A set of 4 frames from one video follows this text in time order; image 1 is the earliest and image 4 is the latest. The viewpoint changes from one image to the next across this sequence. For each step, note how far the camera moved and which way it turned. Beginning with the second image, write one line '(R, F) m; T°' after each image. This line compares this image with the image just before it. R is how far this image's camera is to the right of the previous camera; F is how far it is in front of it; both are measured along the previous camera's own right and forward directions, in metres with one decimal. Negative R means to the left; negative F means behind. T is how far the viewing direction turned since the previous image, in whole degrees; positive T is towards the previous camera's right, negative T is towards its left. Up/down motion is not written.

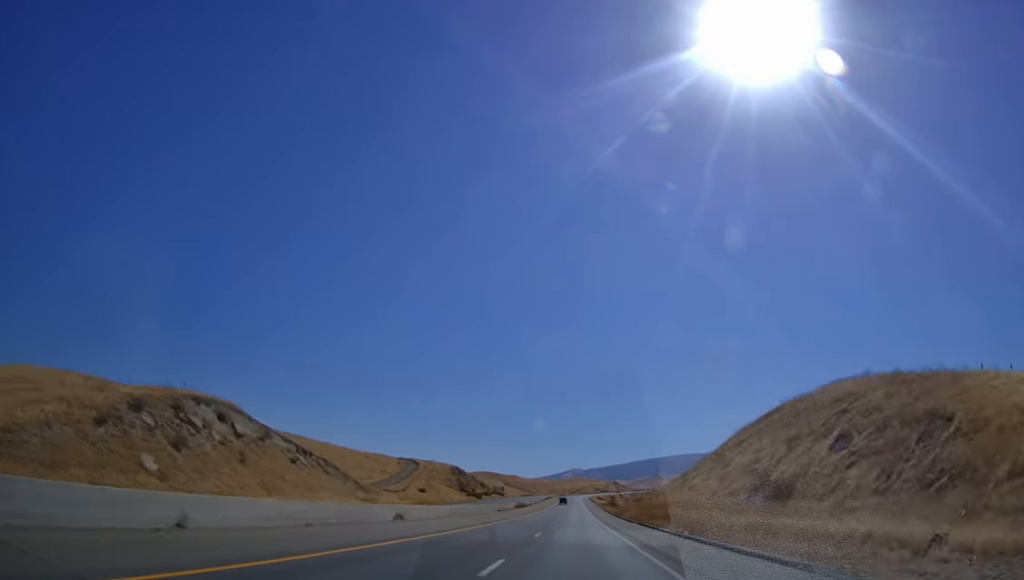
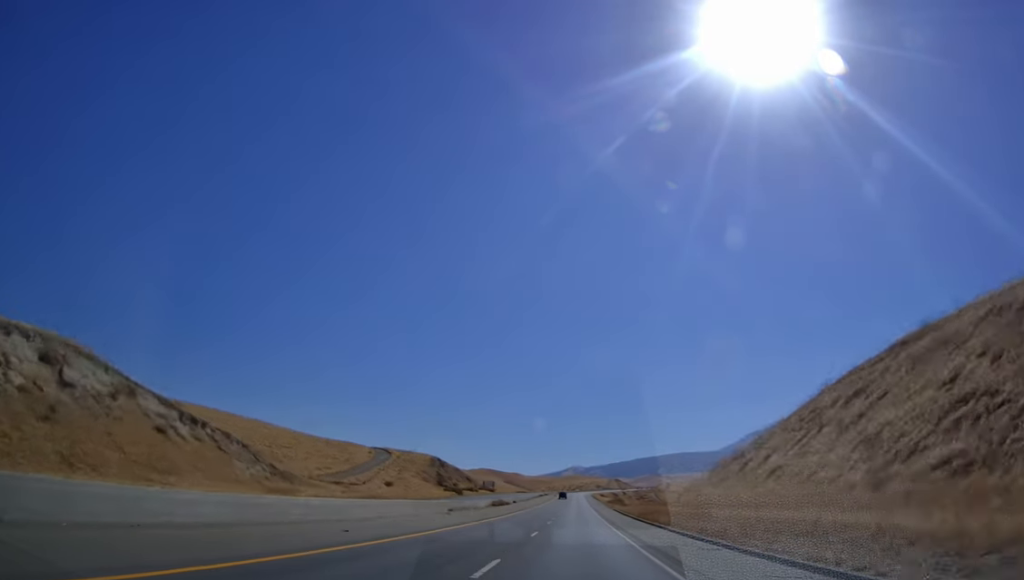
(0.0, +29.6) m; 0°
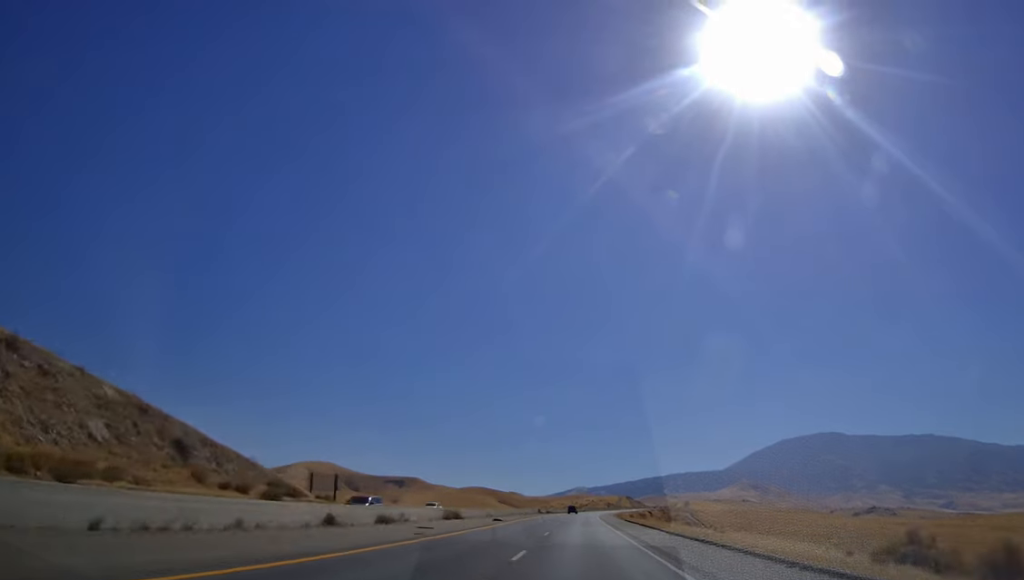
(-0.2, +154.1) m; 0°
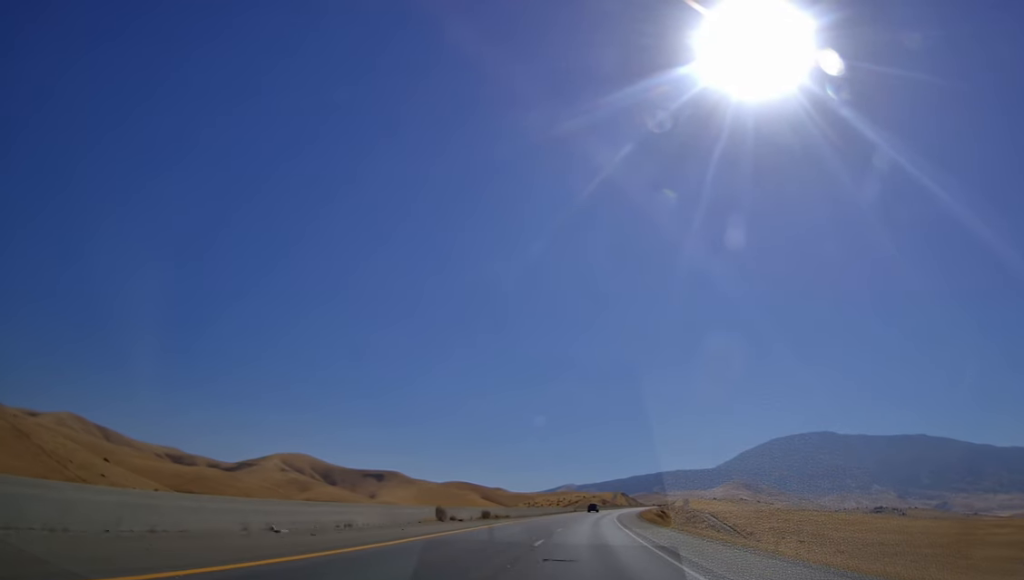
(+0.2, +82.2) m; 0°
